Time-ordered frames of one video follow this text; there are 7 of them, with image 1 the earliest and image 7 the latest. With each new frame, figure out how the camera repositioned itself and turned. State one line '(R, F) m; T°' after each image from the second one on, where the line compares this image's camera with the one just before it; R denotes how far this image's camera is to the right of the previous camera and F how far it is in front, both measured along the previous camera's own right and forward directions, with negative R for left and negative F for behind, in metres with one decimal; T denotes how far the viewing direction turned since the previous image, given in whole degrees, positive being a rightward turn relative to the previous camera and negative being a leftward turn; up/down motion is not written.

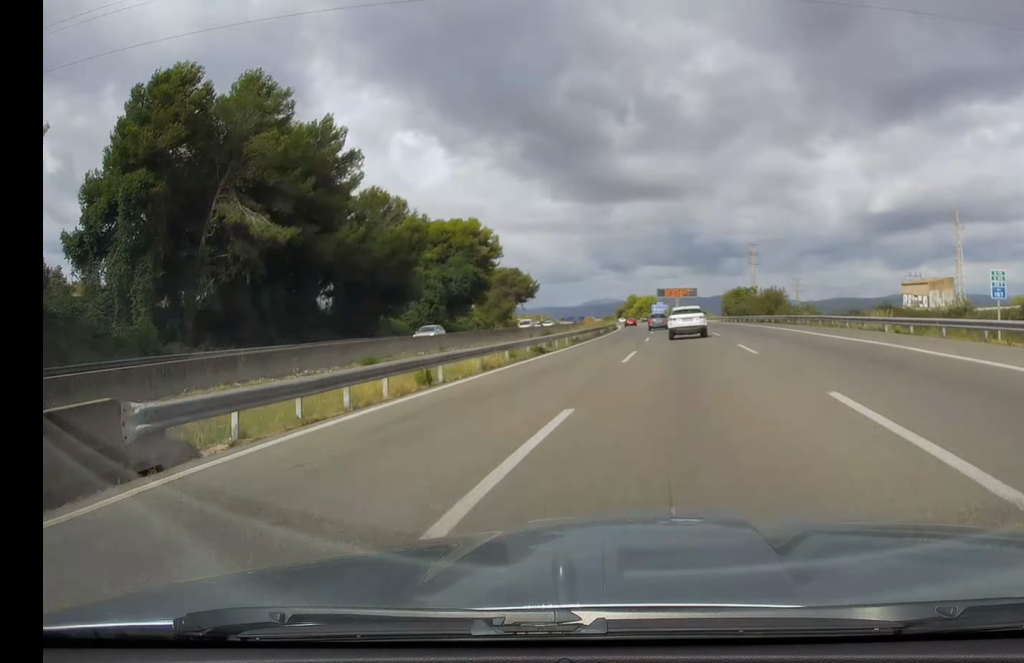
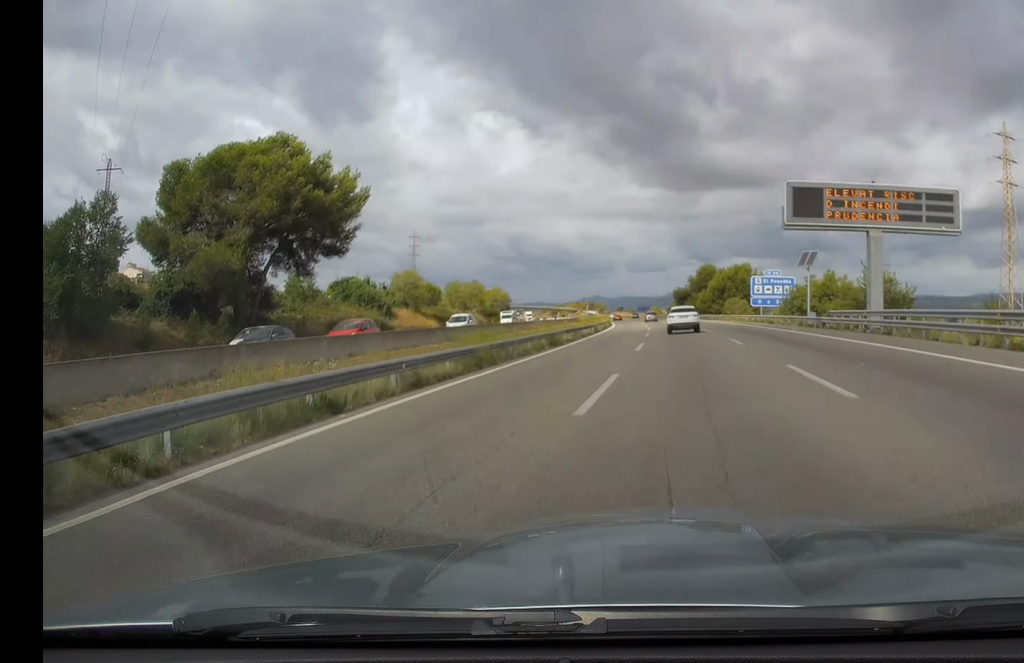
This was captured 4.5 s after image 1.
(-6.8, +147.8) m; -6°
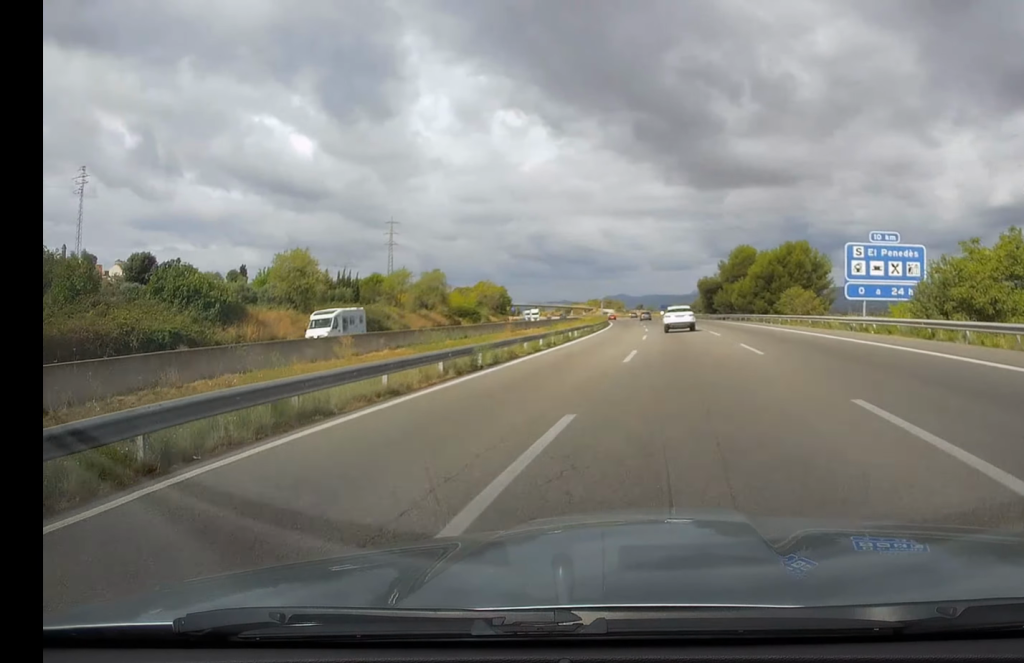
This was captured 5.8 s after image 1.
(-0.5, +40.8) m; -2°
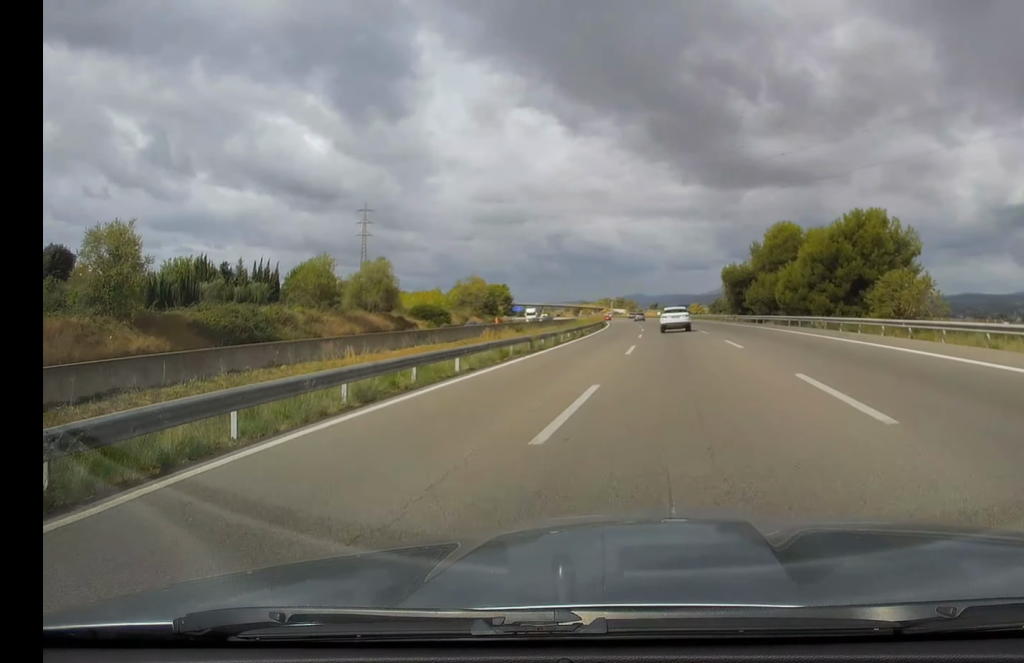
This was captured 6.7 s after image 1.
(-0.3, +29.9) m; -1°
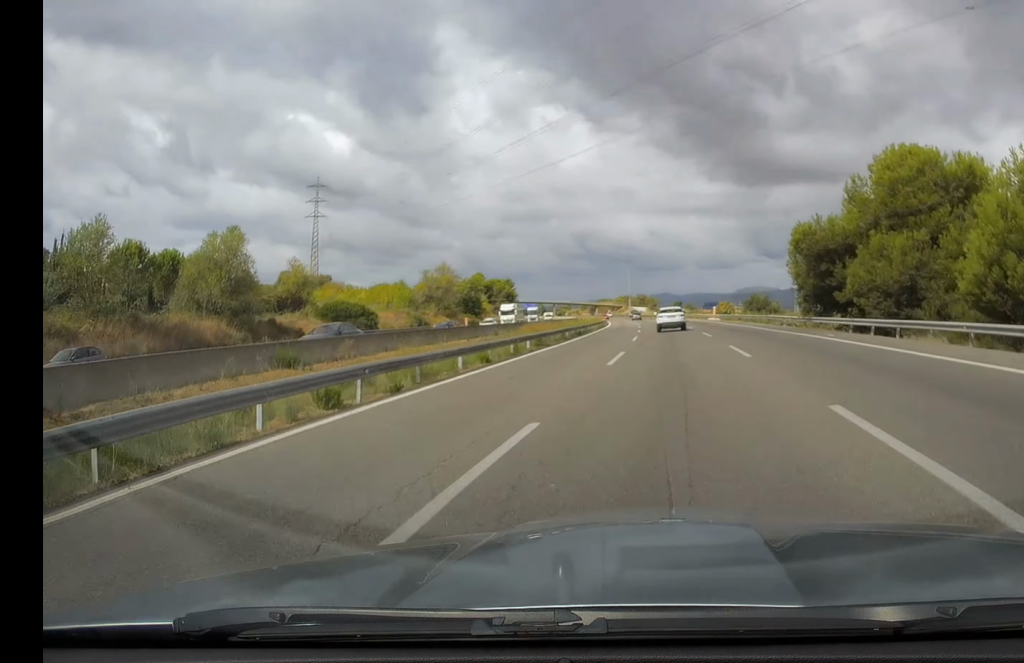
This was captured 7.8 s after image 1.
(-0.5, +38.9) m; -2°
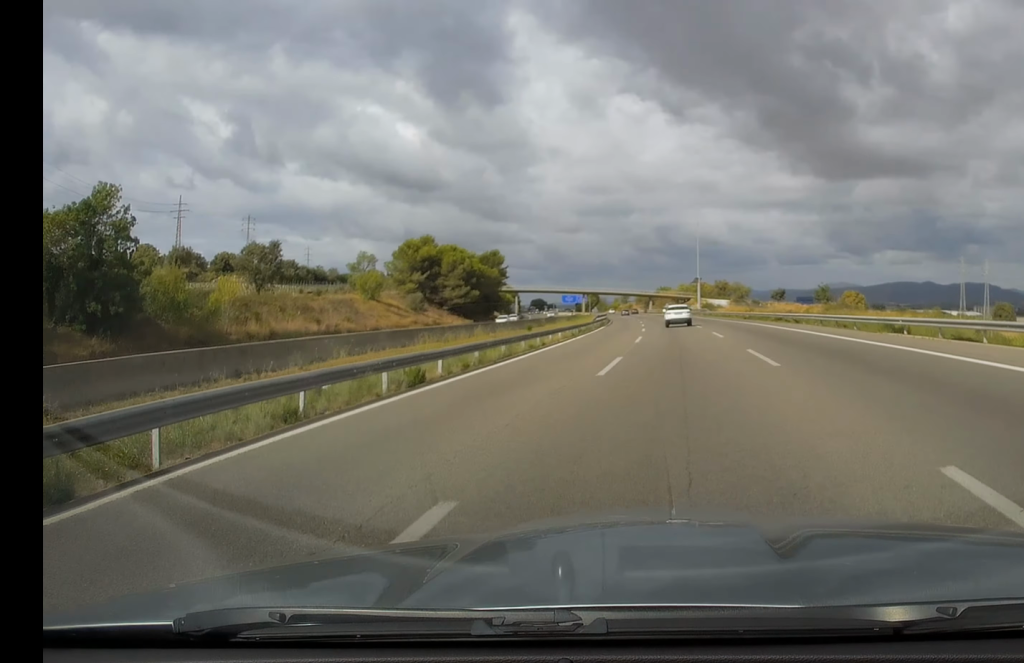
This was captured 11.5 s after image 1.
(-6.8, +122.9) m; -6°
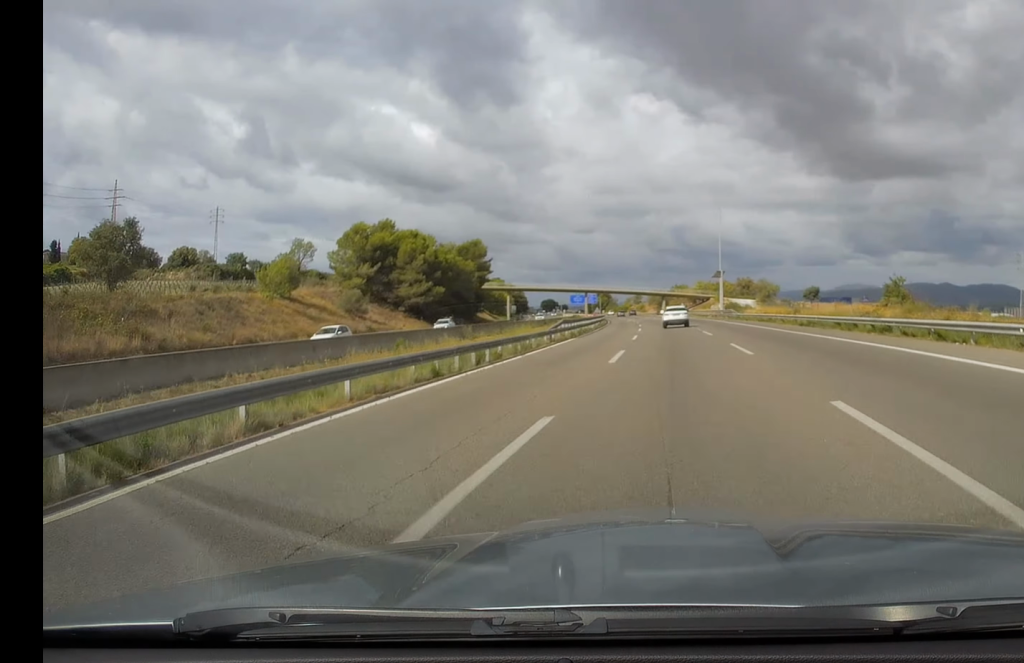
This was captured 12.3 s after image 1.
(0.0, +29.7) m; -1°
